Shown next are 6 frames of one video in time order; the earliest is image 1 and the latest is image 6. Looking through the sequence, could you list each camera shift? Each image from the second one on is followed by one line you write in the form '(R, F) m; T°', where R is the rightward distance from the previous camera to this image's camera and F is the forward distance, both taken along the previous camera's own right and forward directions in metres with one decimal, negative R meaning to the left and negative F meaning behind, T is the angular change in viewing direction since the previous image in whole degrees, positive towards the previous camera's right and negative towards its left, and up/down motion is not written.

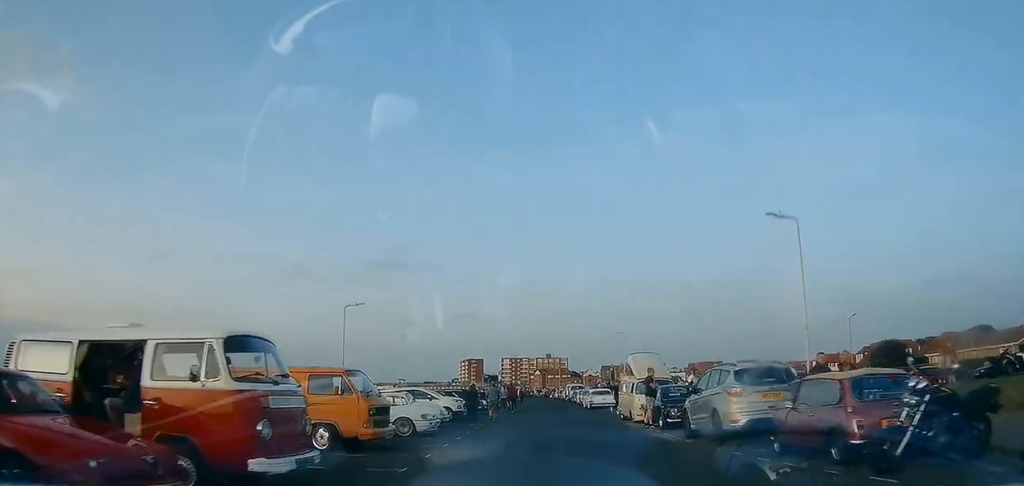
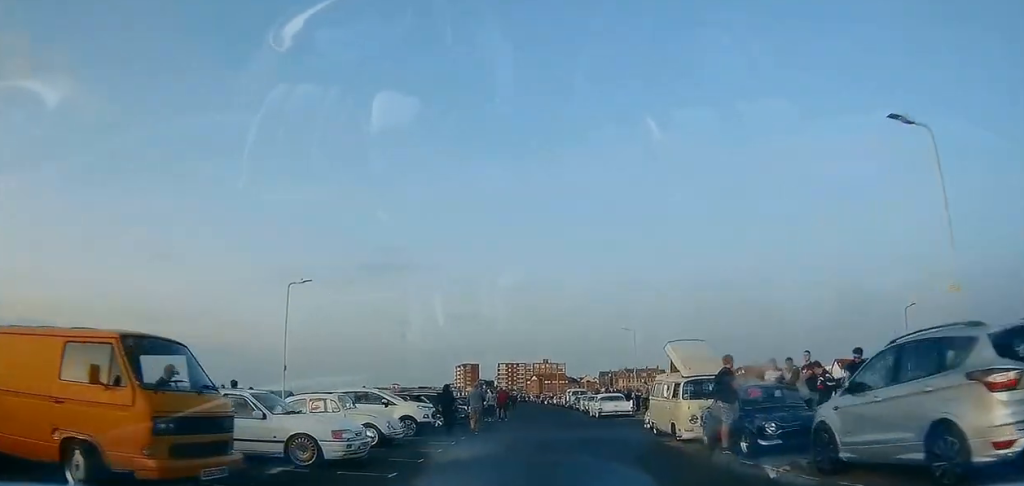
(+0.2, +7.9) m; +1°
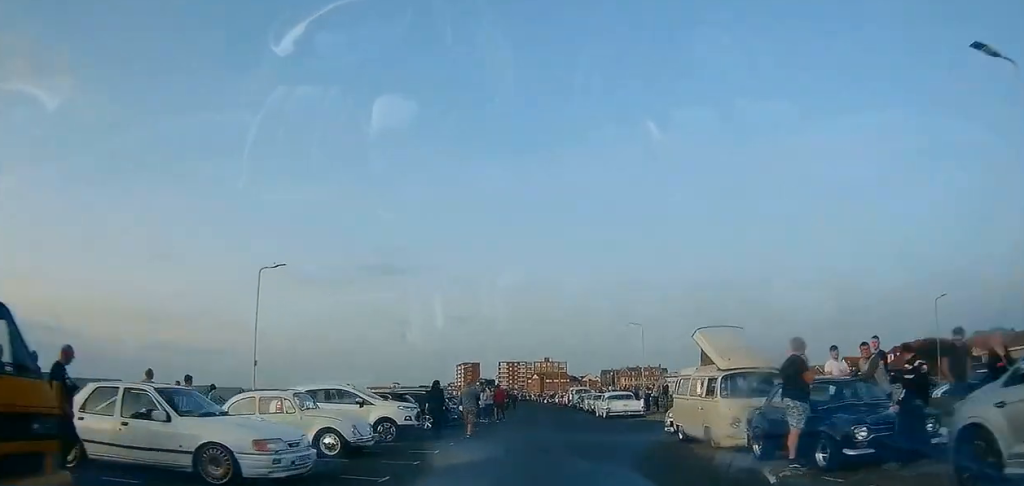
(0.0, +3.1) m; 0°
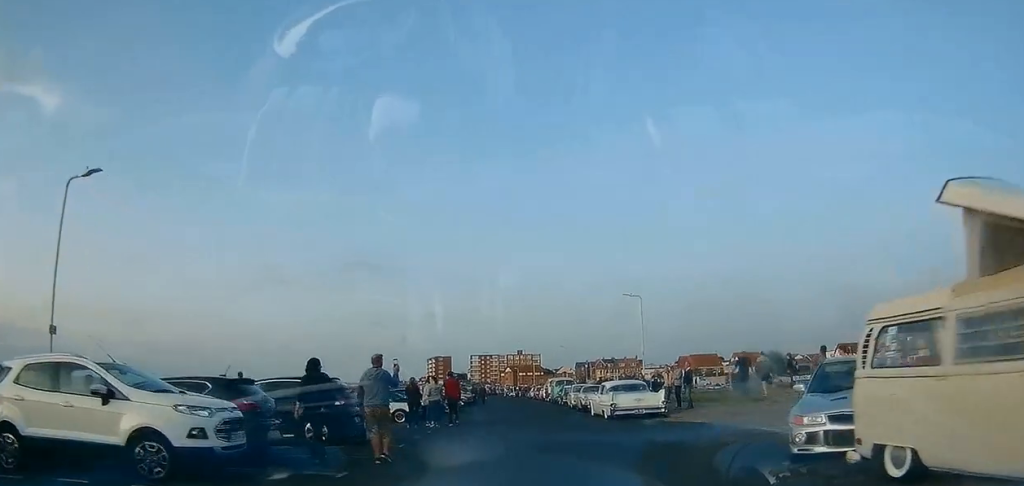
(-0.1, +10.7) m; 0°
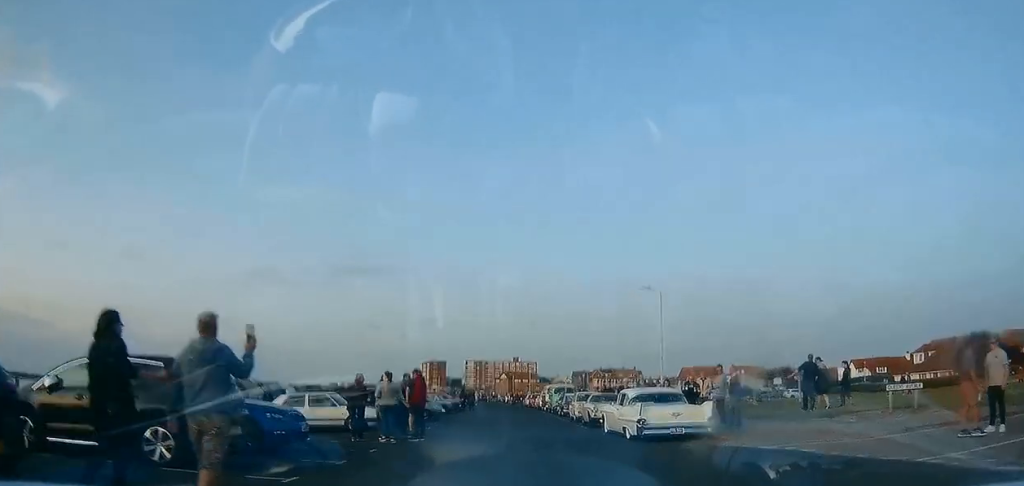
(0.0, +6.5) m; 0°
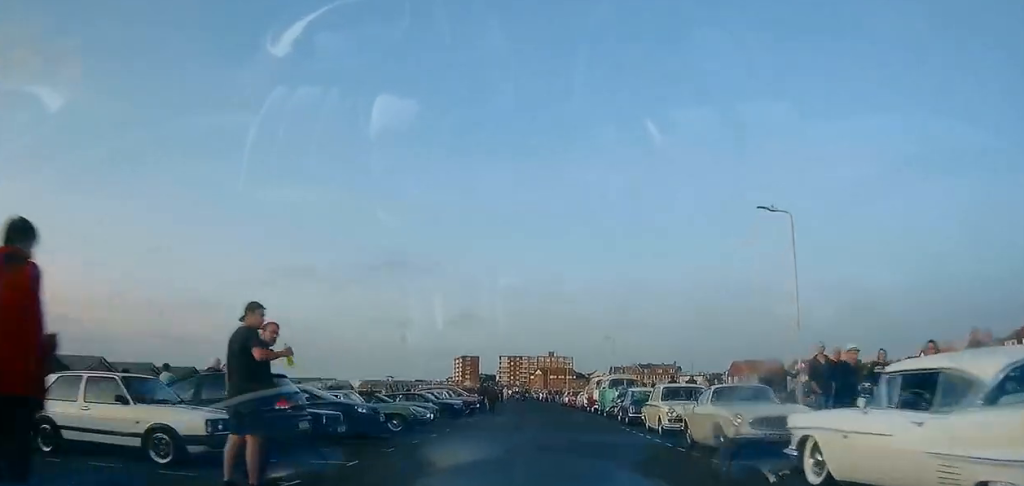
(-0.2, +13.6) m; -2°
